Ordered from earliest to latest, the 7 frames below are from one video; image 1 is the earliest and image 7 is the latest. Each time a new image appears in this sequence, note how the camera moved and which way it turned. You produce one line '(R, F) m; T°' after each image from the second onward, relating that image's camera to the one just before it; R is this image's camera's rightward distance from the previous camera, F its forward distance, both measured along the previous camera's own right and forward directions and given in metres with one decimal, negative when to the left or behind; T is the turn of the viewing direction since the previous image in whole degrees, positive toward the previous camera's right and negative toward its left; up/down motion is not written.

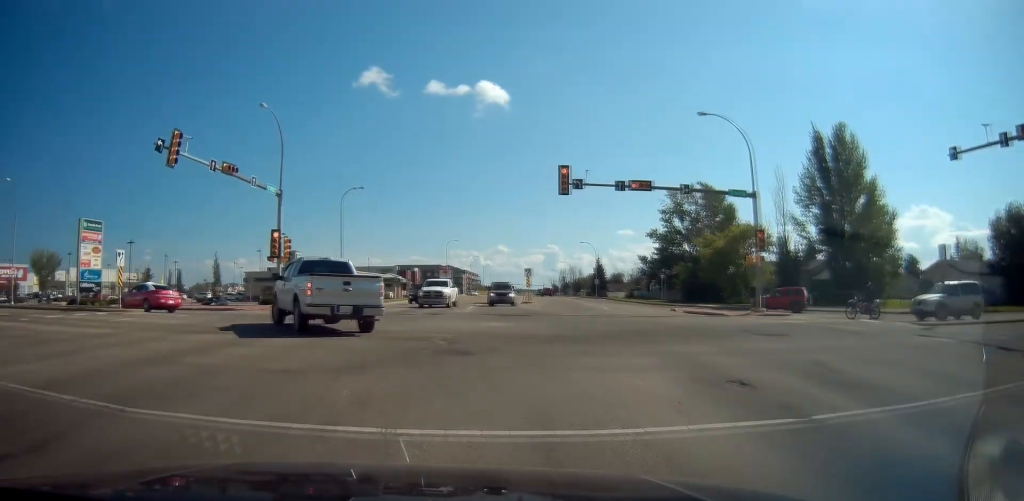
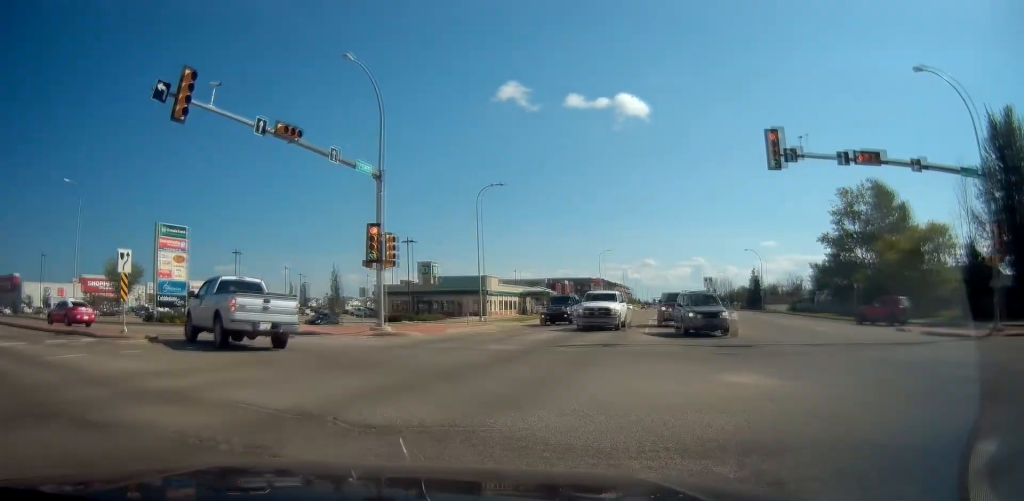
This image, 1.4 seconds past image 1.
(-0.6, +9.4) m; -13°
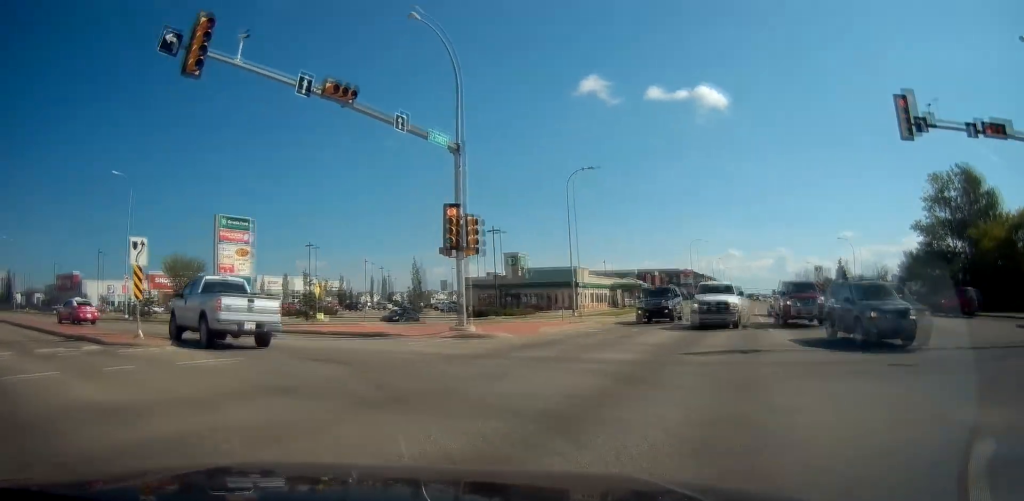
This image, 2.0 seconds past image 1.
(-0.3, +3.9) m; -7°
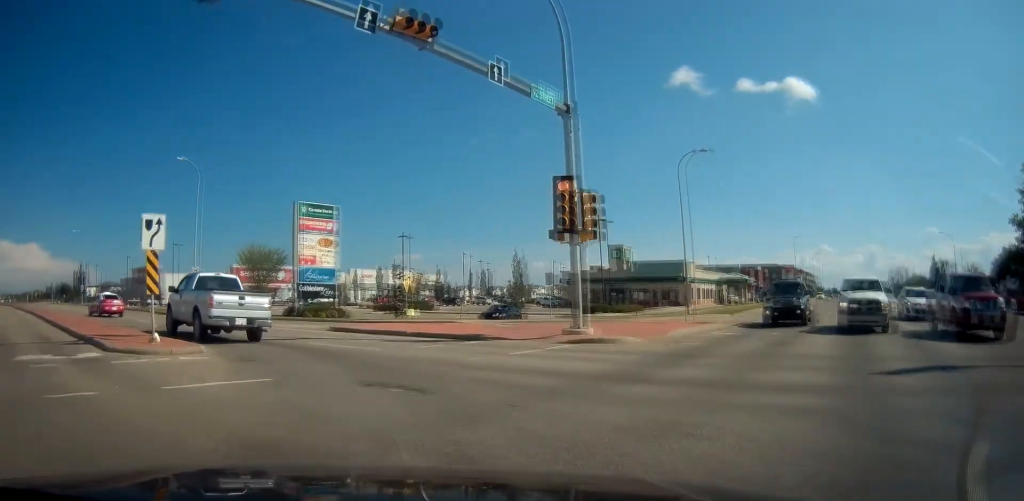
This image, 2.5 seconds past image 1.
(-0.2, +3.9) m; -9°
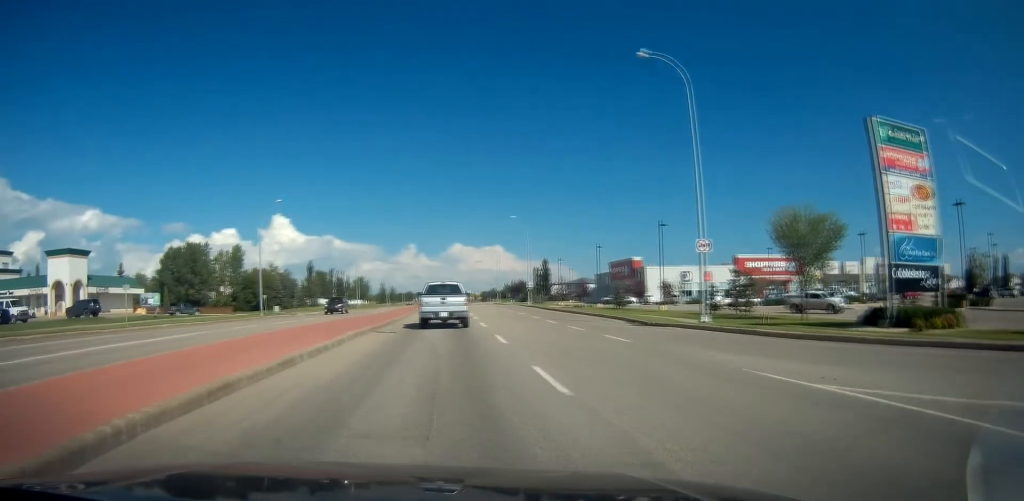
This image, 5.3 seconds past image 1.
(-9.9, +18.9) m; -50°
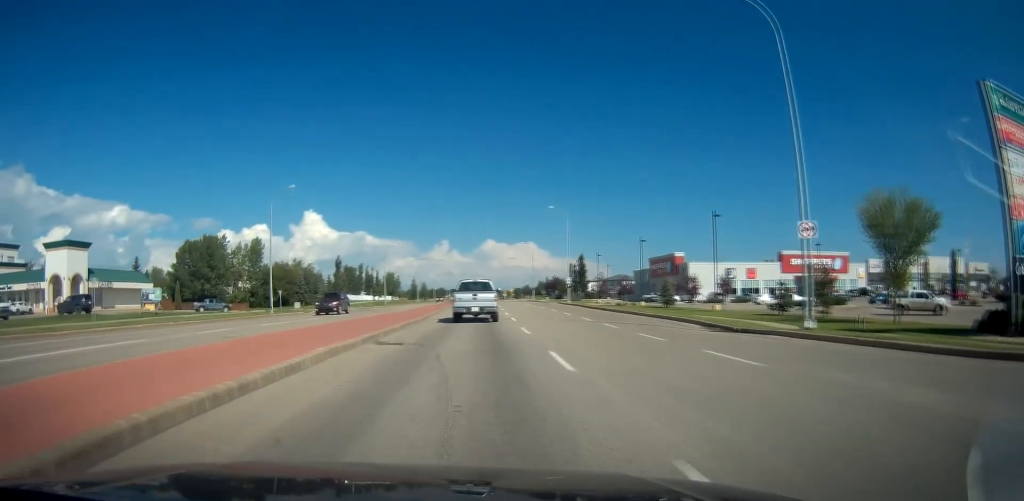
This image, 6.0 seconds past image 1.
(-0.6, +6.2) m; -6°
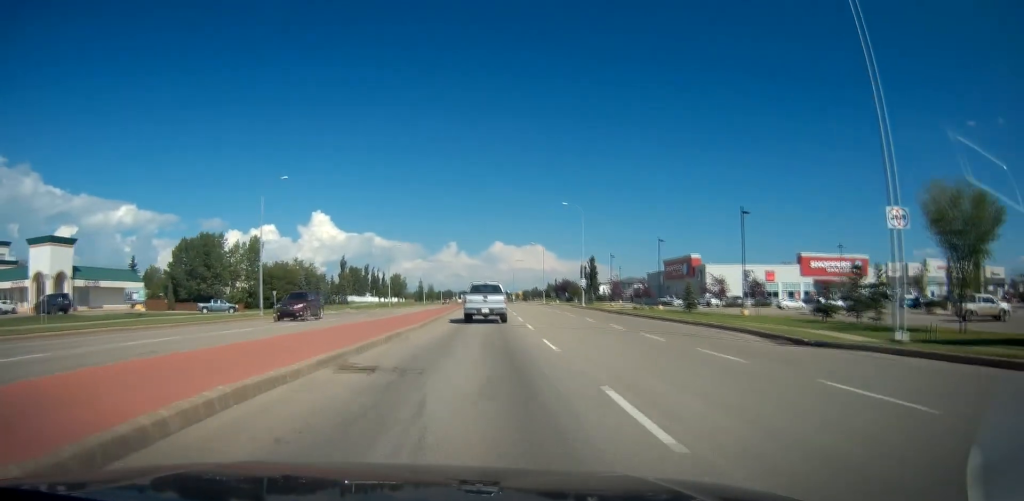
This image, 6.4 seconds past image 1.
(-0.1, +4.5) m; -3°
